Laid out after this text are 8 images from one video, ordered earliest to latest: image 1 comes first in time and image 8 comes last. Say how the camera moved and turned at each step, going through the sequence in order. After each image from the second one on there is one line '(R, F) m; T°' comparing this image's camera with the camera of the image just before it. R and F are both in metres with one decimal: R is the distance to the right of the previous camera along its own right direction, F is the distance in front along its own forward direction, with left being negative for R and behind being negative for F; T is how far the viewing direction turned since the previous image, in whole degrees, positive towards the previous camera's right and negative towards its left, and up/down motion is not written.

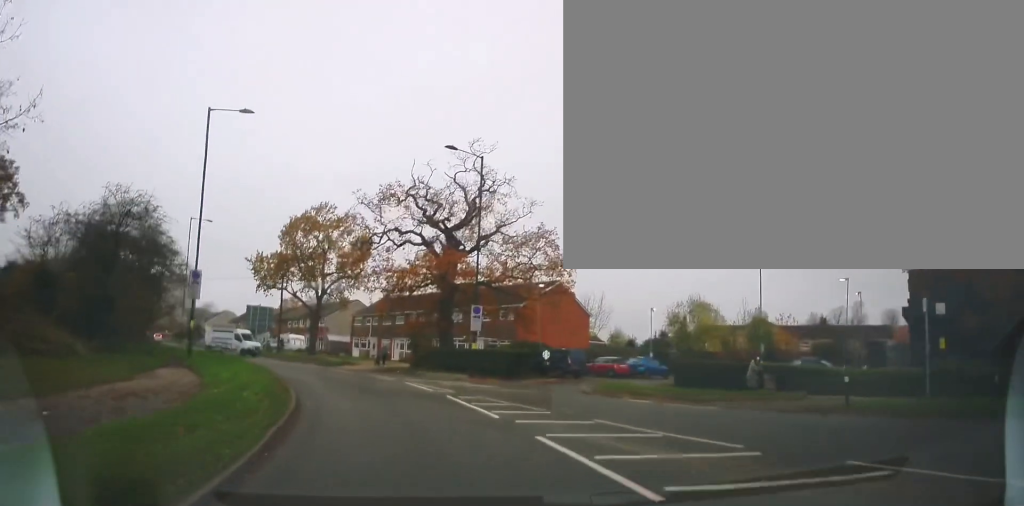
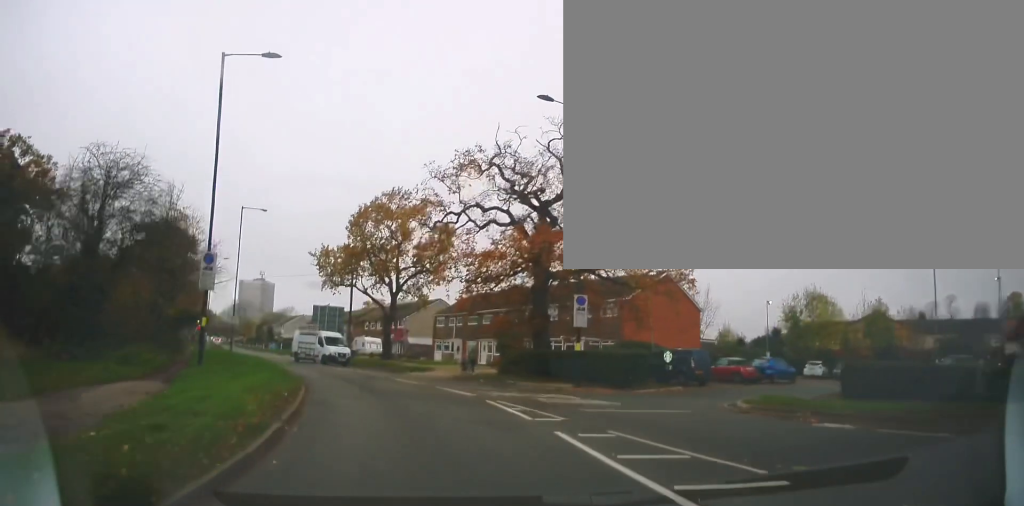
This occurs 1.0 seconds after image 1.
(-0.8, +7.3) m; -10°
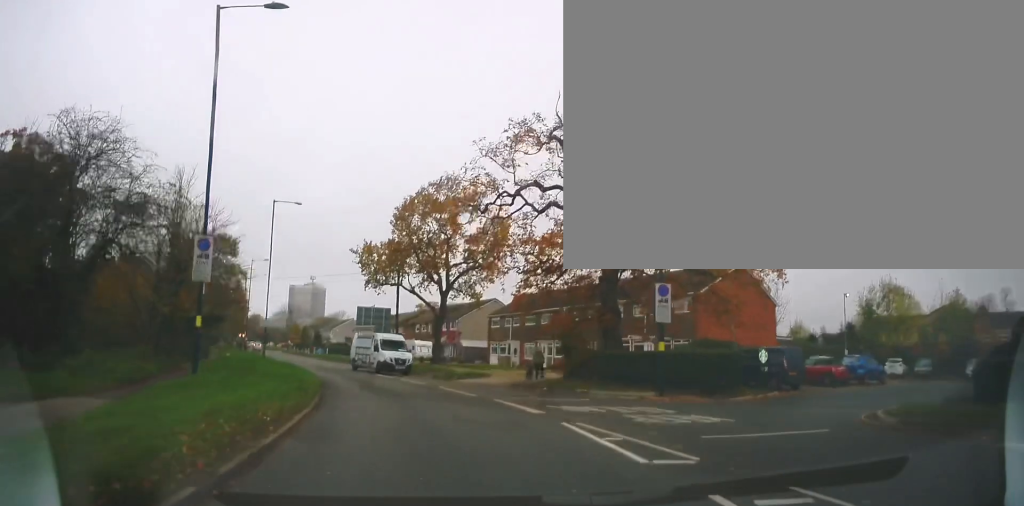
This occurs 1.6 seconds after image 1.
(-0.3, +4.4) m; -5°
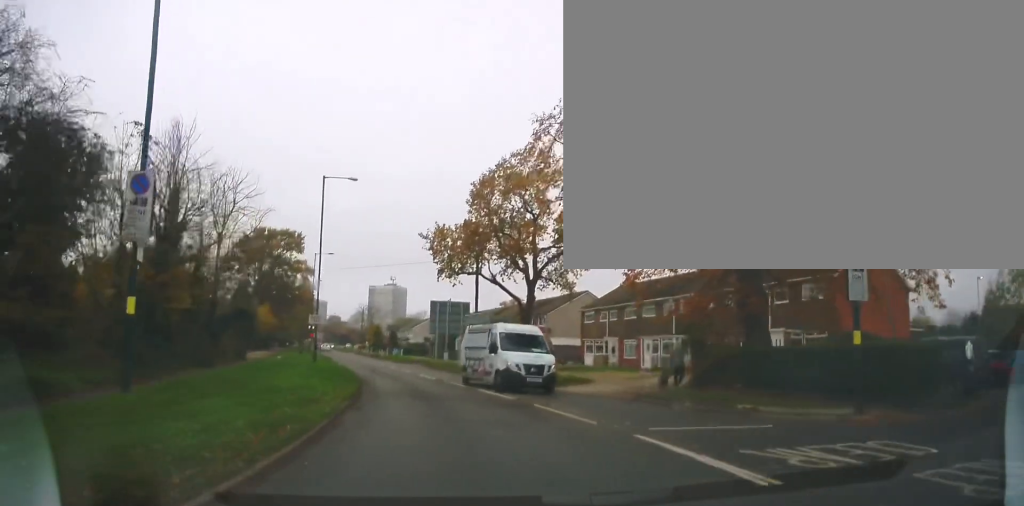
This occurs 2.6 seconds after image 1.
(-0.5, +7.1) m; -6°
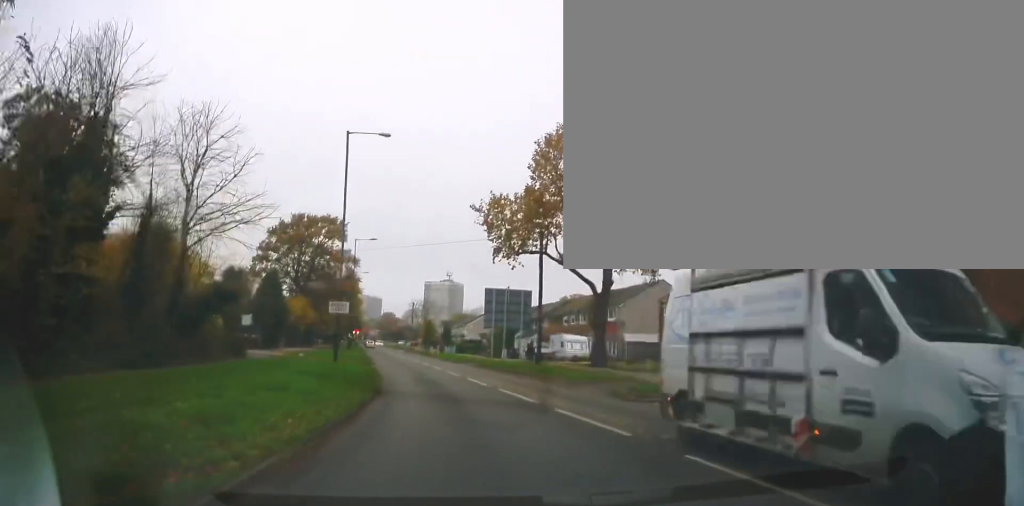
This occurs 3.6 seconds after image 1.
(-0.3, +8.0) m; -5°
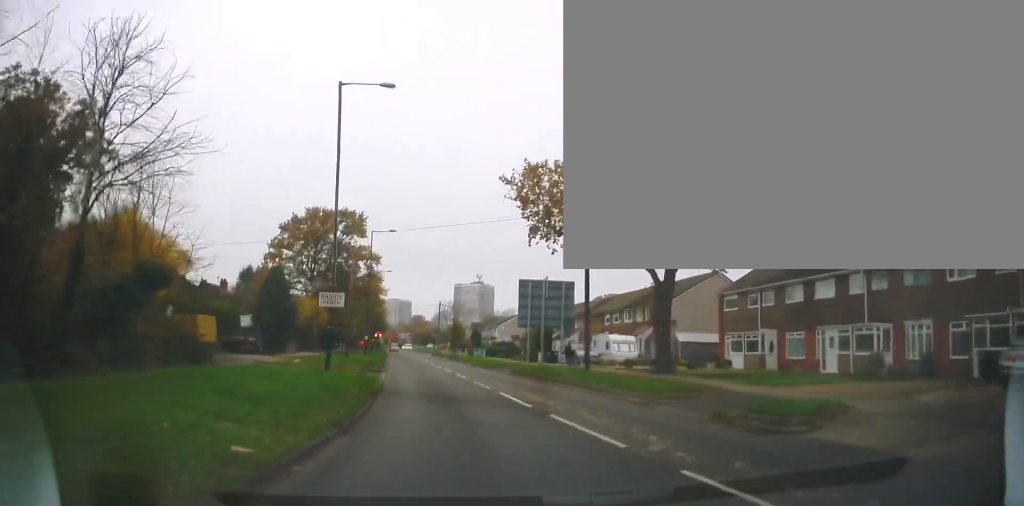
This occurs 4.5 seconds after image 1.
(-0.2, +6.4) m; -5°
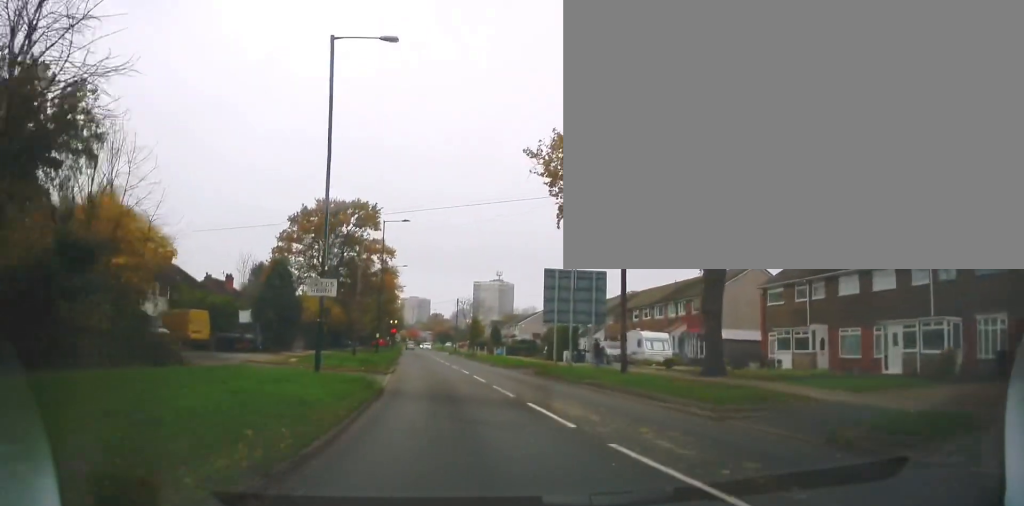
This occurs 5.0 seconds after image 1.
(-0.1, +4.2) m; -4°
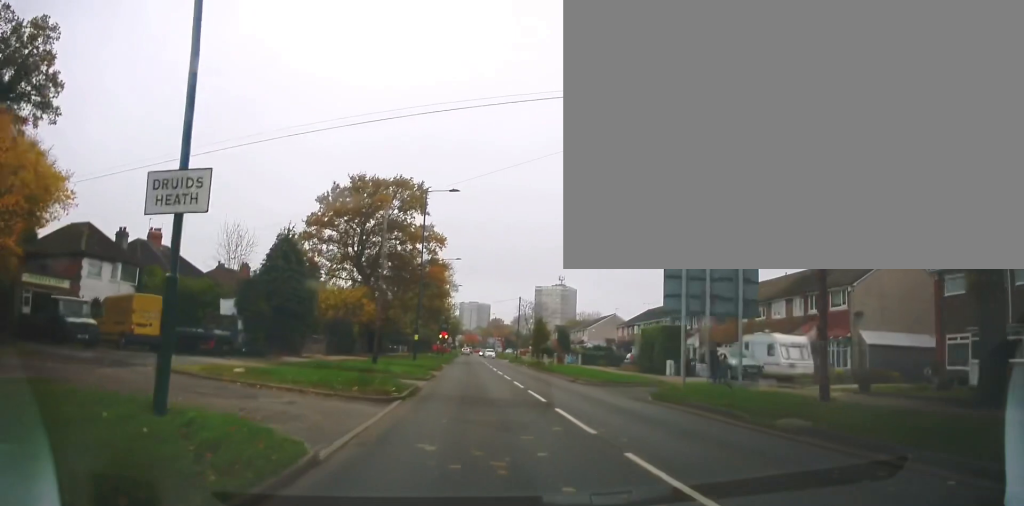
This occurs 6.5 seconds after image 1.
(-0.8, +12.1) m; -4°
